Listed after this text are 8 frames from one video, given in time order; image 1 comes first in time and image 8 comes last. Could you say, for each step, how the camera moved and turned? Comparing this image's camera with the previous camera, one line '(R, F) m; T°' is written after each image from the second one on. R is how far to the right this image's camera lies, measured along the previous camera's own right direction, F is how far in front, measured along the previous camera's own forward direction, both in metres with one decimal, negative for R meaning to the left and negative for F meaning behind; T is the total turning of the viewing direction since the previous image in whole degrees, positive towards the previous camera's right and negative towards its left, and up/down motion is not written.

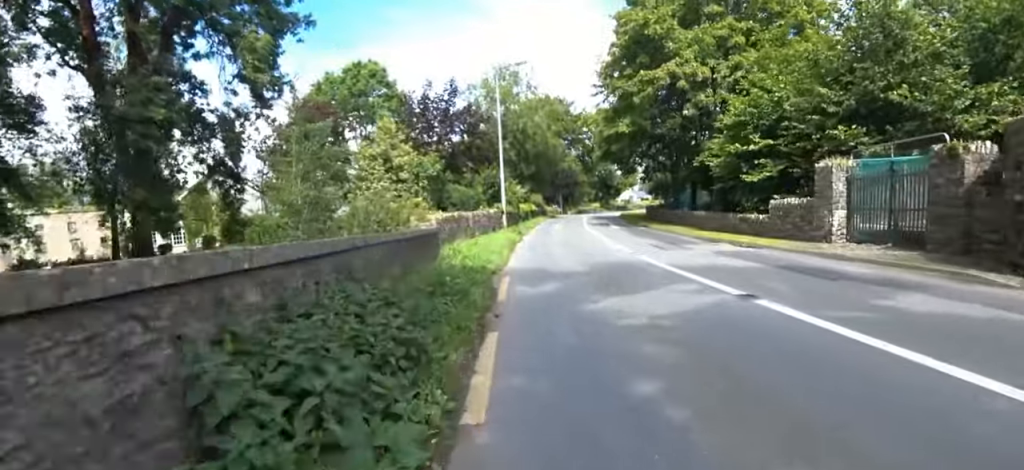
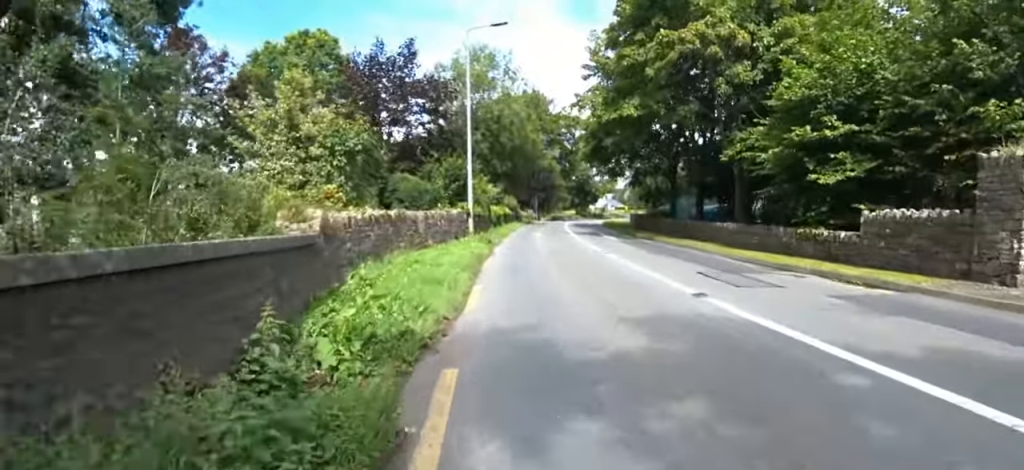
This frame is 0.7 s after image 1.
(-0.2, +5.2) m; +4°
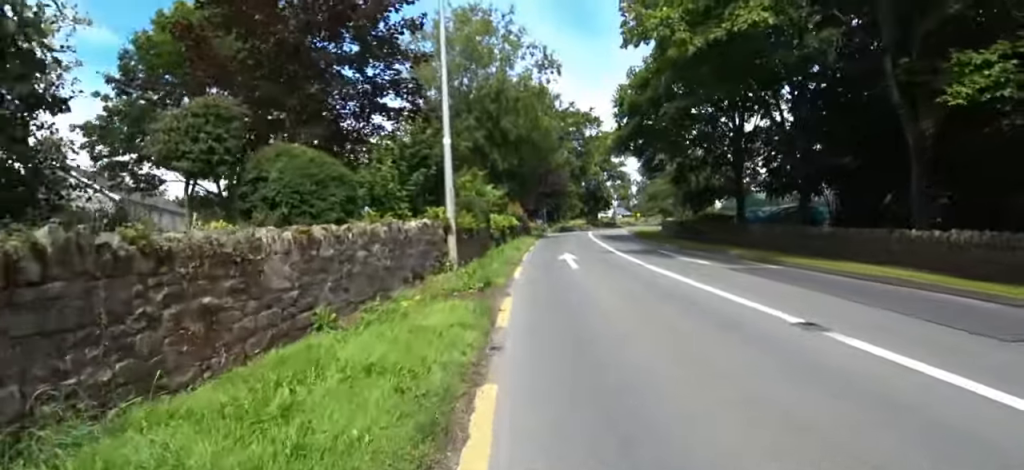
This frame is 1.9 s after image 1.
(+0.7, +8.0) m; 0°
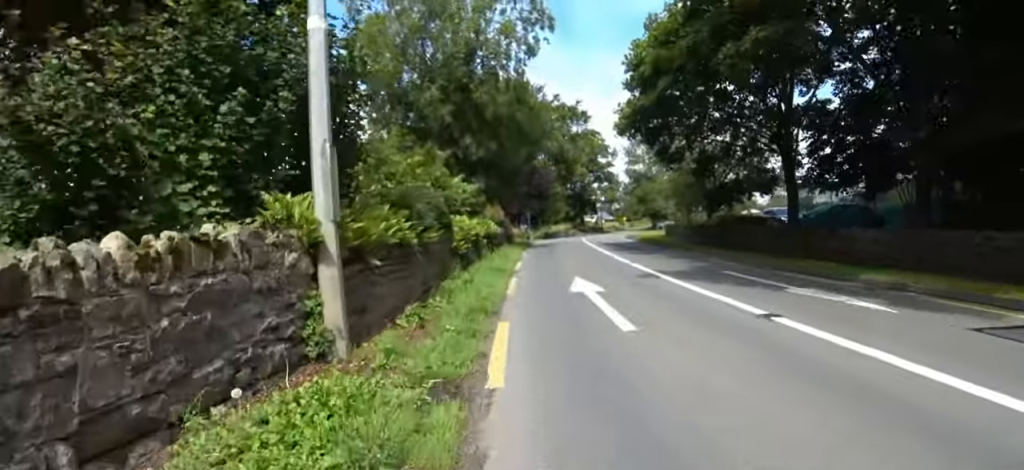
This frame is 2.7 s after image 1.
(-0.6, +5.6) m; 0°
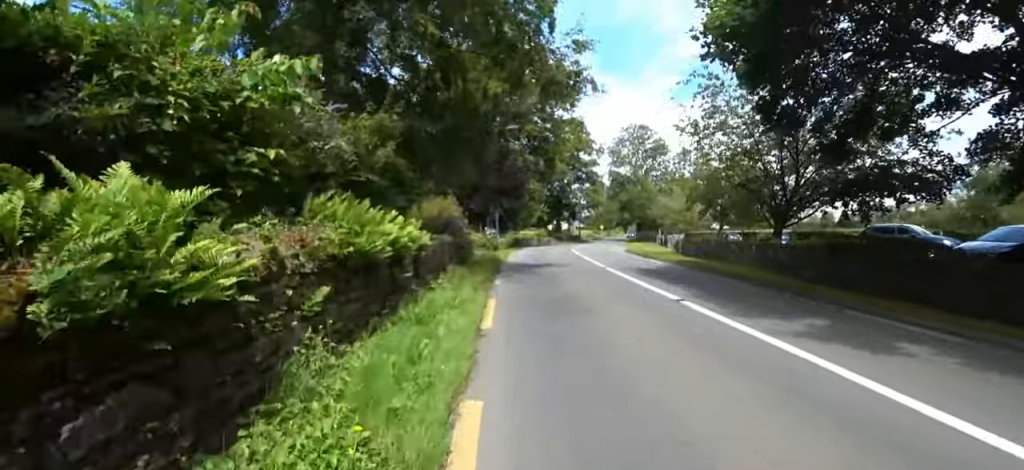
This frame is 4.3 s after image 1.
(+1.2, +10.6) m; +7°
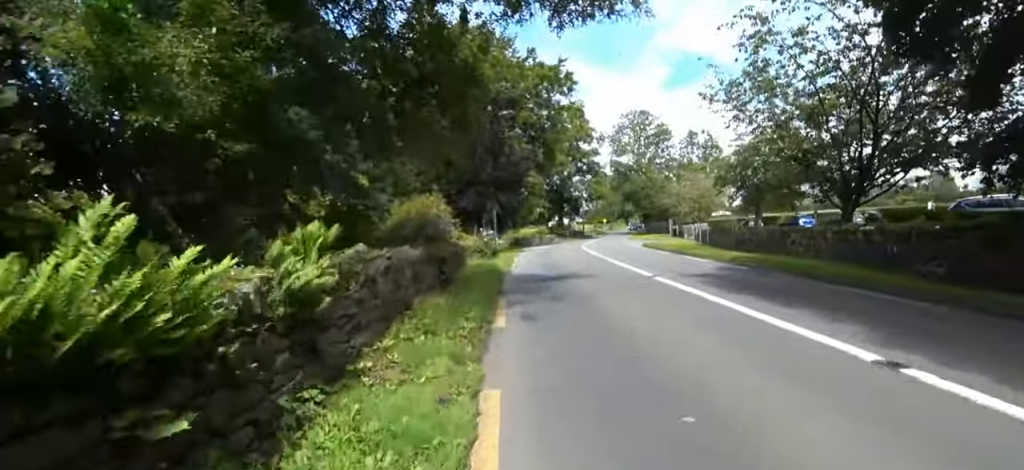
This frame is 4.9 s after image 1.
(0.0, +3.9) m; 0°
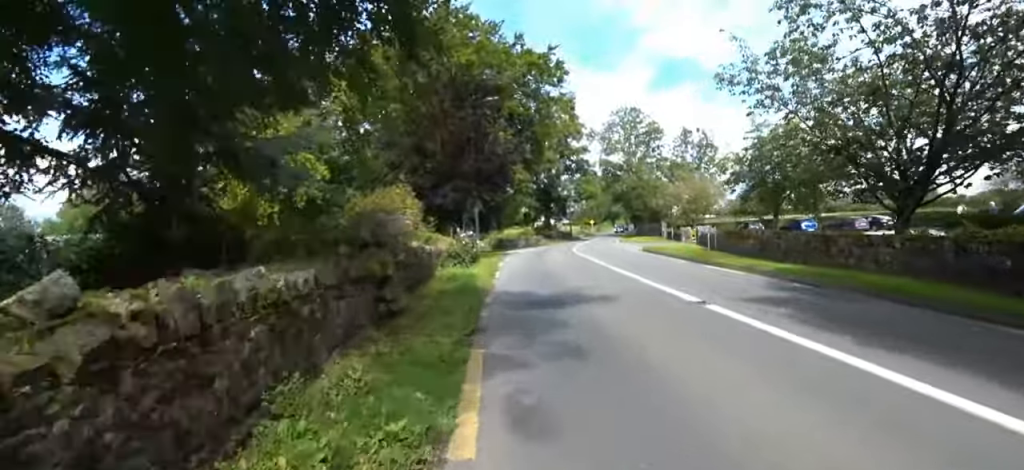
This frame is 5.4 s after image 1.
(0.0, +2.9) m; 0°
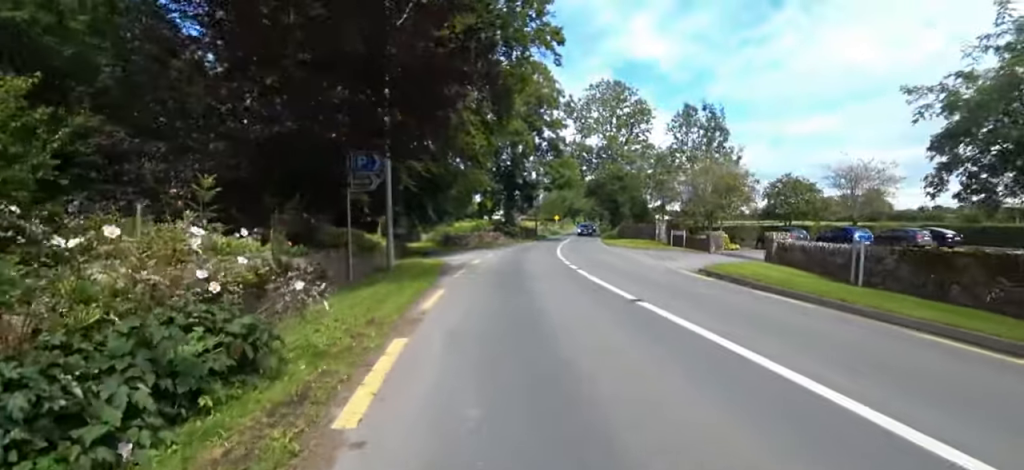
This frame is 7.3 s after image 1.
(0.0, +11.9) m; +5°
